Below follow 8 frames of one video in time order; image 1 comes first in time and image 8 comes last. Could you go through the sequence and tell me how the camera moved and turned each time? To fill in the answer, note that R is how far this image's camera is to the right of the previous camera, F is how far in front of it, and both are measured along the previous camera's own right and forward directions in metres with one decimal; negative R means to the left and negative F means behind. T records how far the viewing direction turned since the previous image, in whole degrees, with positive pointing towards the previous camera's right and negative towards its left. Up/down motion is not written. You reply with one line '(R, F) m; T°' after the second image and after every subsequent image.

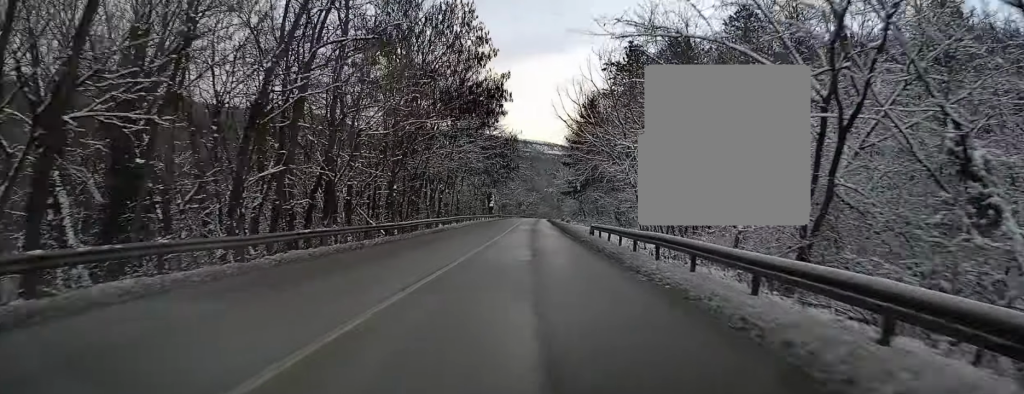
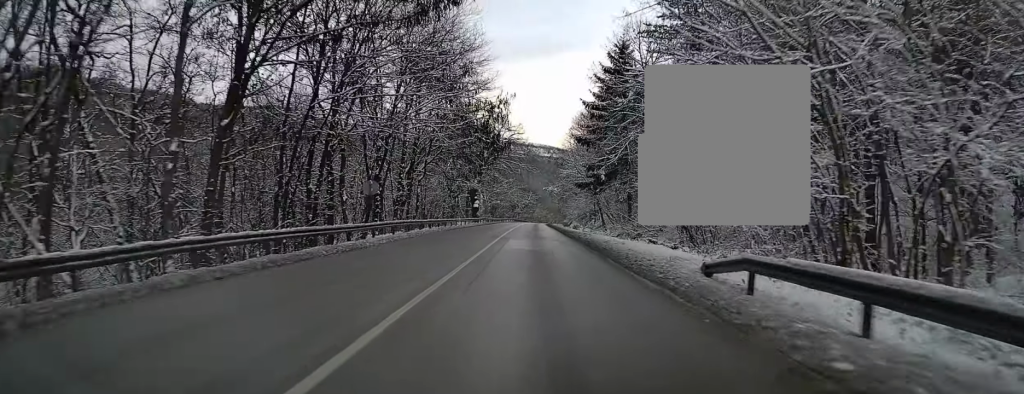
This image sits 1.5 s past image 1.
(+0.8, +26.1) m; +3°
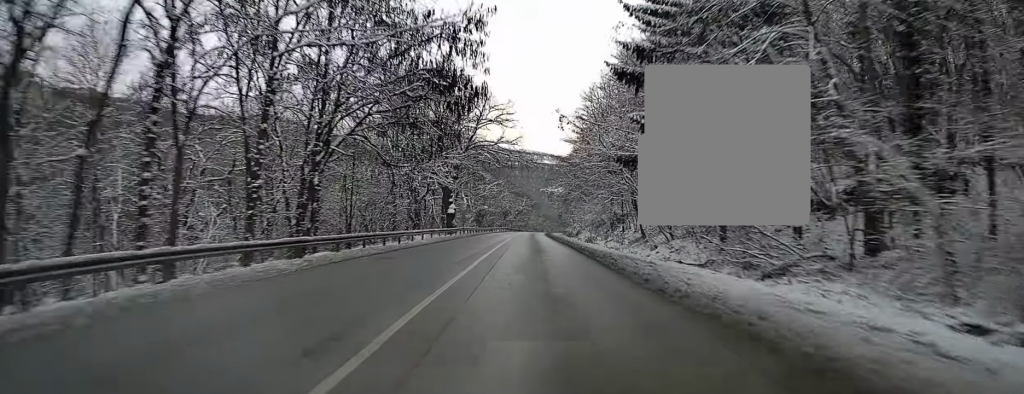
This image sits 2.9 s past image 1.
(0.0, +24.2) m; -1°
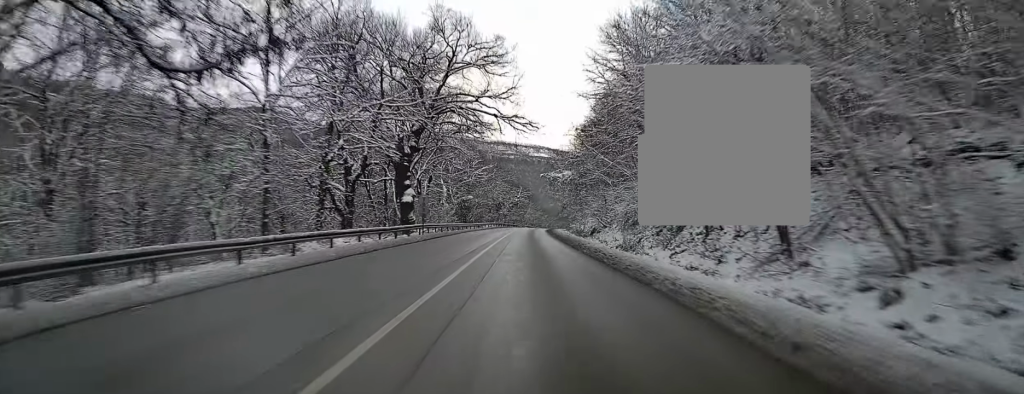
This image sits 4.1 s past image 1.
(-0.3, +22.8) m; 0°
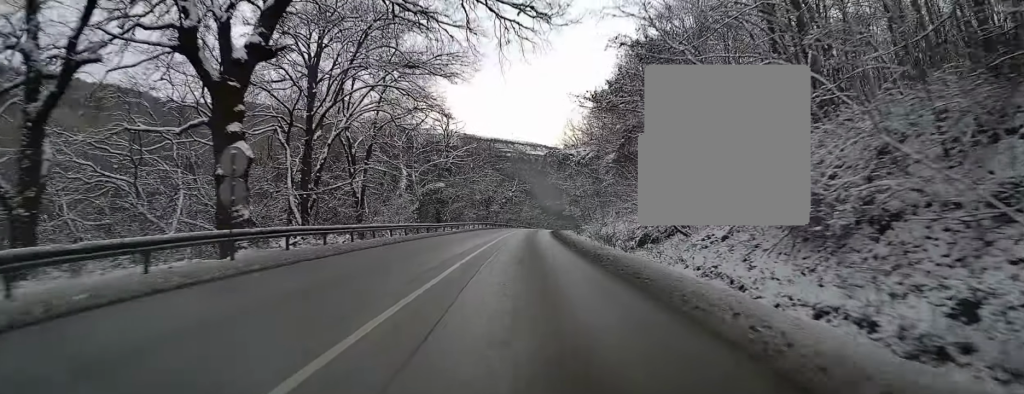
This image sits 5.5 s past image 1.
(+0.5, +26.3) m; +1°
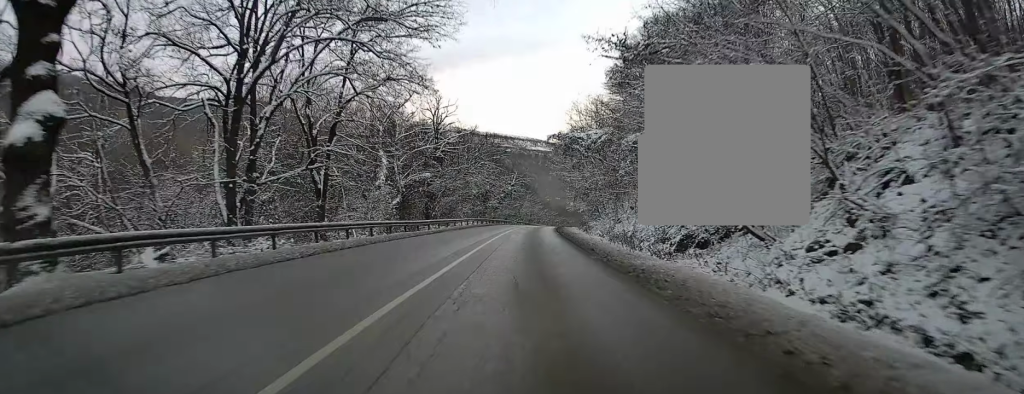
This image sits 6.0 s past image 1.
(0.0, +8.3) m; -1°
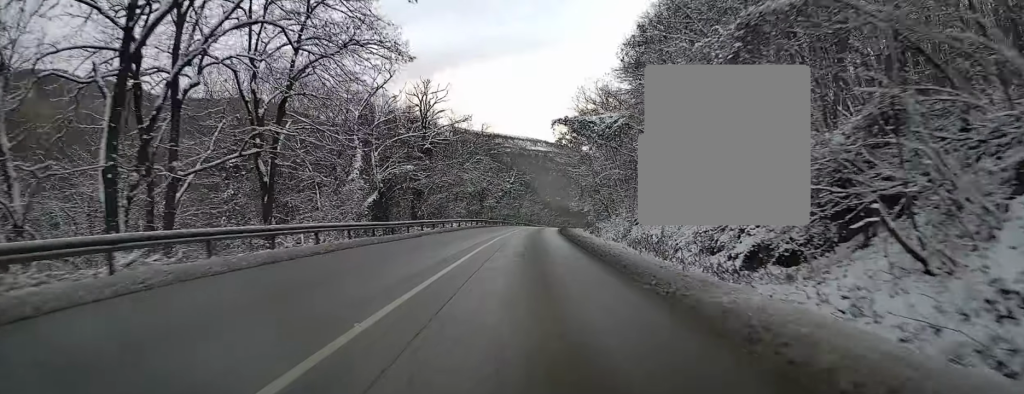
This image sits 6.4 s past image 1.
(+0.1, +7.7) m; -1°
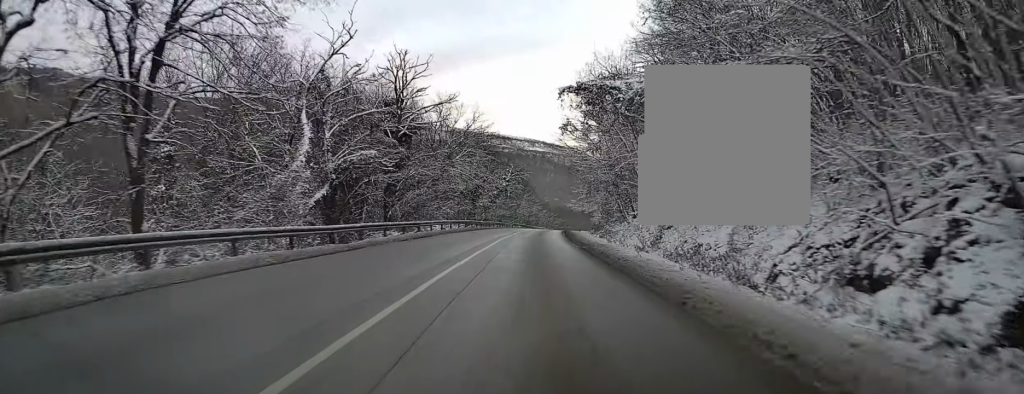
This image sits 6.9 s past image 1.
(-0.2, +10.3) m; -1°
